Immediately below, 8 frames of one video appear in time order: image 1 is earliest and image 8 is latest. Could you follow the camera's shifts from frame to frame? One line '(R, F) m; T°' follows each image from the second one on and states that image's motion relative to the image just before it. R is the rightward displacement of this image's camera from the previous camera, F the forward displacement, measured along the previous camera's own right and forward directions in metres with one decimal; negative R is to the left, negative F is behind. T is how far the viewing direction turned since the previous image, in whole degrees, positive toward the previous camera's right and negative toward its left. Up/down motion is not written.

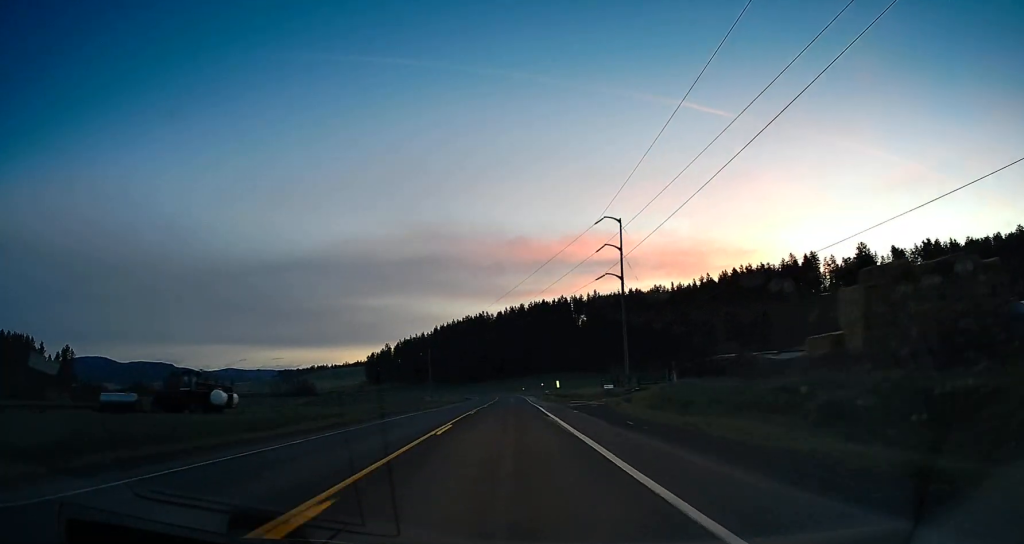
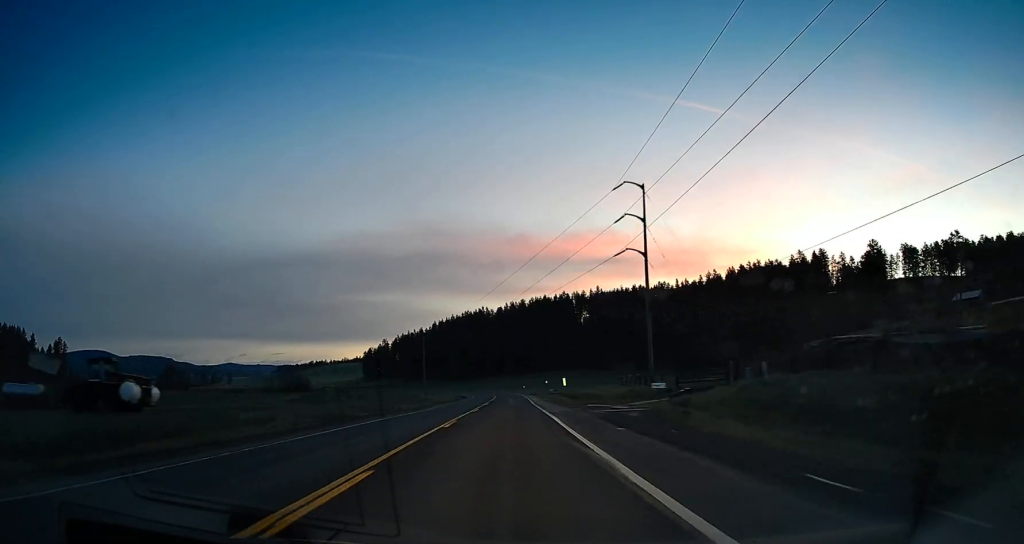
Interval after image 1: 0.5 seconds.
(-0.2, +12.4) m; -1°
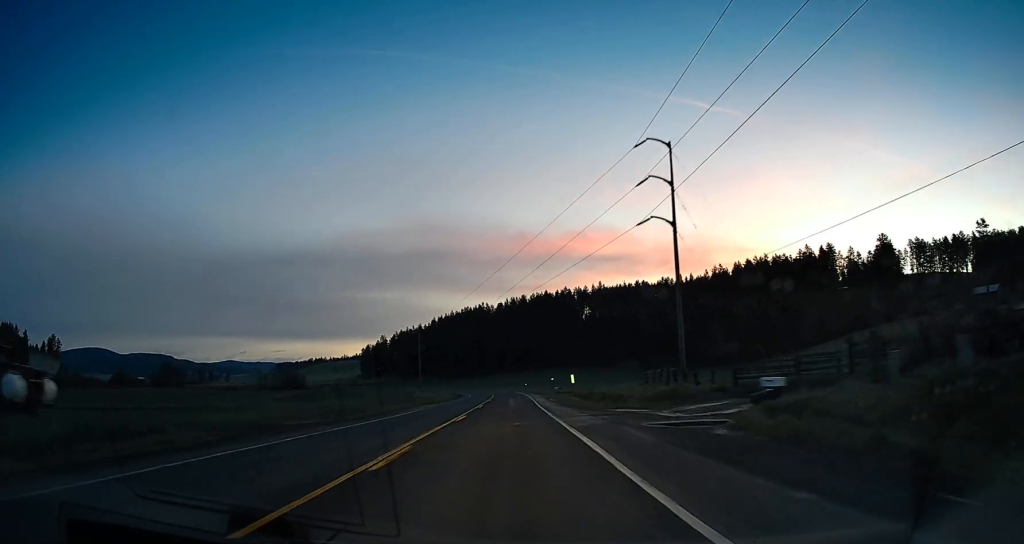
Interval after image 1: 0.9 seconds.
(-0.1, +10.7) m; 0°
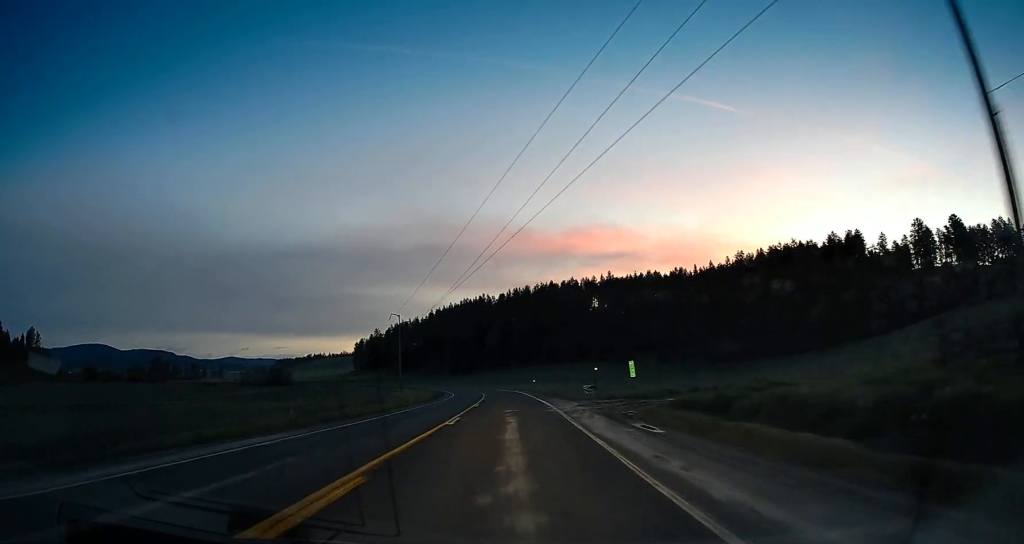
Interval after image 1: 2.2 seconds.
(0.0, +34.9) m; 0°
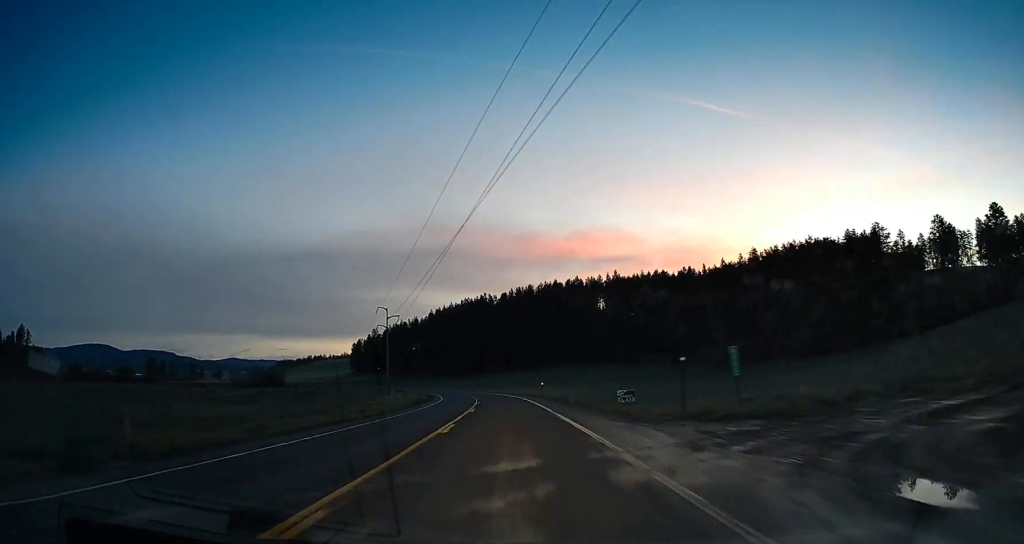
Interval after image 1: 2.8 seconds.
(0.0, +17.1) m; 0°
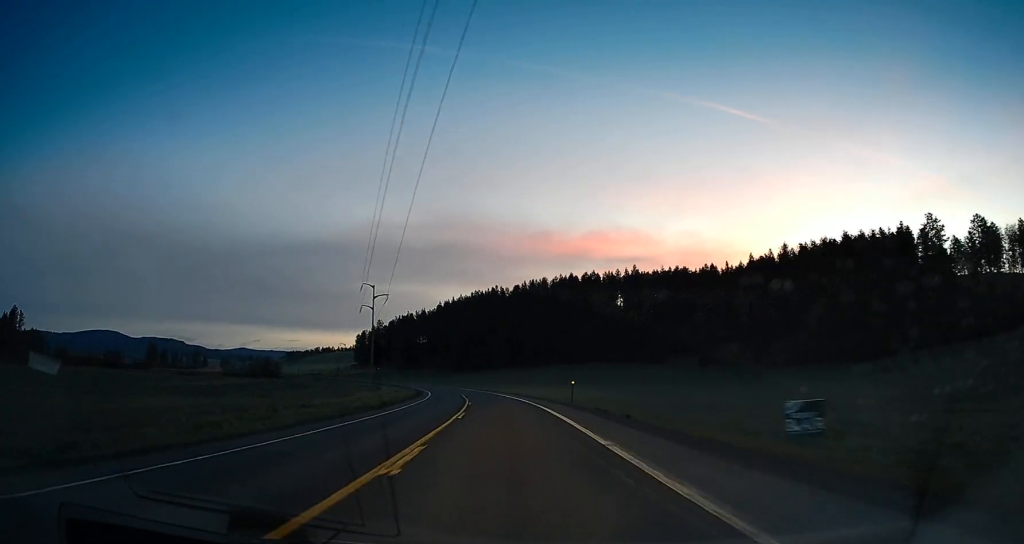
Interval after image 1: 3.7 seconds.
(0.0, +23.4) m; 0°
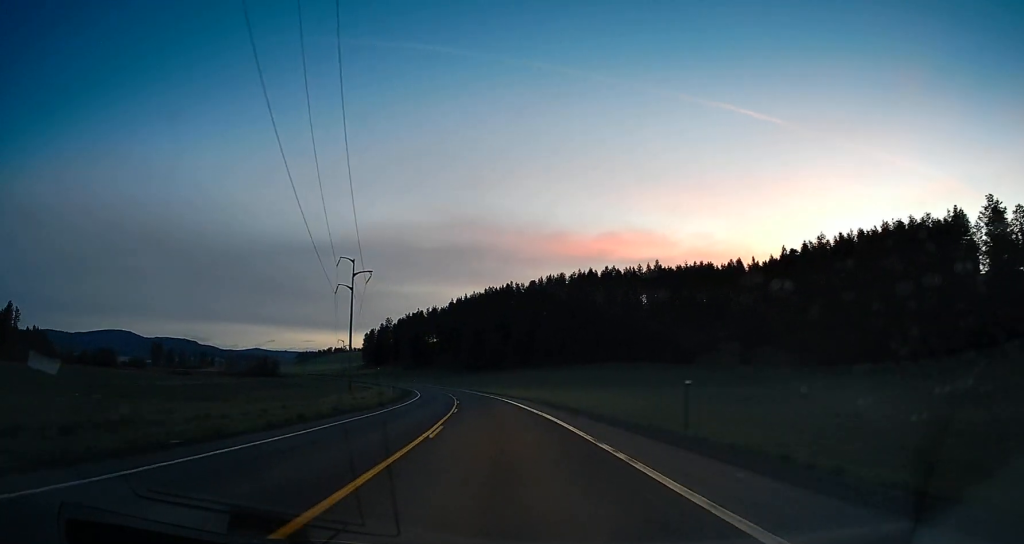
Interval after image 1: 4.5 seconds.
(-0.1, +23.4) m; 0°
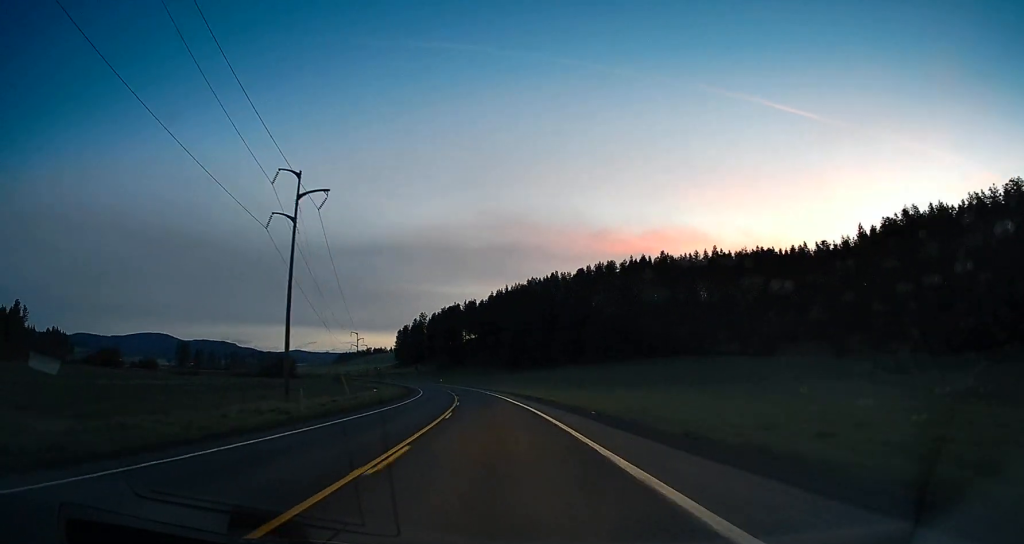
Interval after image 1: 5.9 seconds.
(-0.1, +36.9) m; -2°
